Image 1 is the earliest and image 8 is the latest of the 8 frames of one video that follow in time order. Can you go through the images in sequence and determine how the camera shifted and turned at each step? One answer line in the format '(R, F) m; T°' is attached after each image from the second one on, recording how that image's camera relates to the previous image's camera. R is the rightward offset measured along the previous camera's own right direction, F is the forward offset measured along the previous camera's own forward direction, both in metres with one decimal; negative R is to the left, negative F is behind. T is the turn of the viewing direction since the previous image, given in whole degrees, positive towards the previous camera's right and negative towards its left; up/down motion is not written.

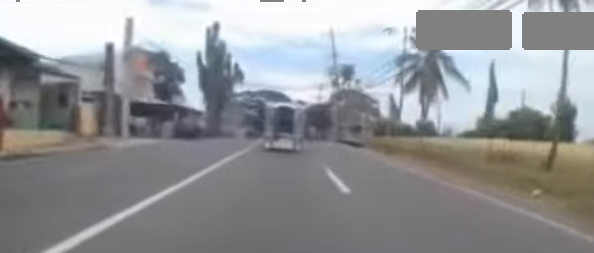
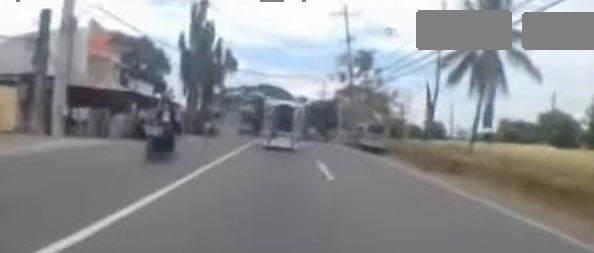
(-0.1, +7.7) m; 0°
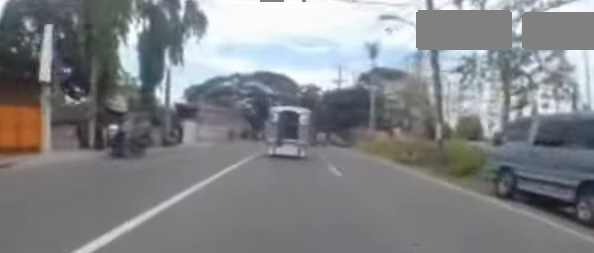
(0.0, +16.6) m; -1°
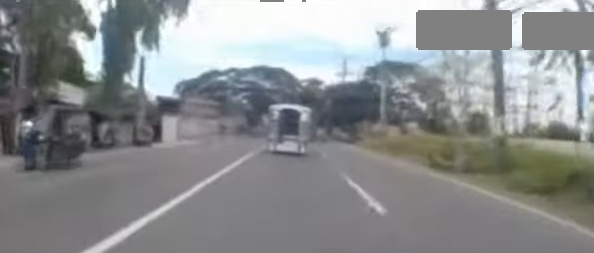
(-0.2, +4.1) m; 0°
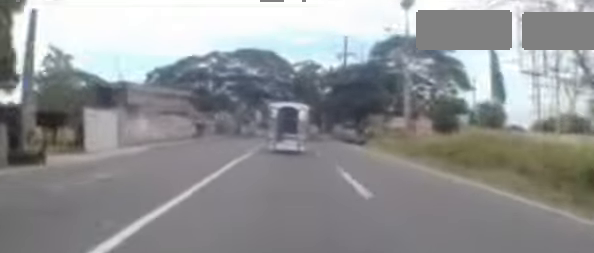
(+0.3, +7.8) m; 0°
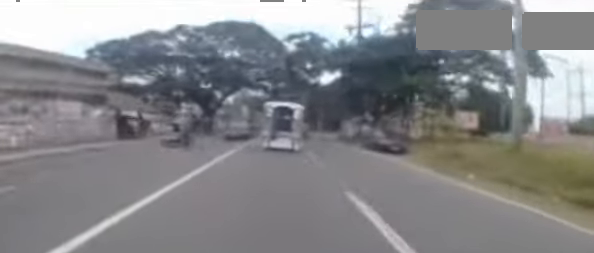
(-0.4, +11.7) m; -3°
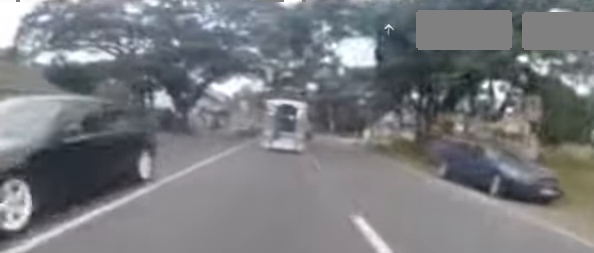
(+0.1, +9.9) m; +4°
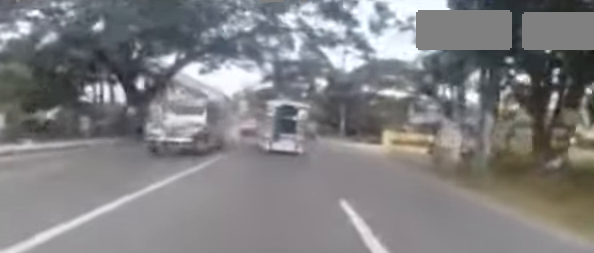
(+0.4, +7.7) m; +3°
